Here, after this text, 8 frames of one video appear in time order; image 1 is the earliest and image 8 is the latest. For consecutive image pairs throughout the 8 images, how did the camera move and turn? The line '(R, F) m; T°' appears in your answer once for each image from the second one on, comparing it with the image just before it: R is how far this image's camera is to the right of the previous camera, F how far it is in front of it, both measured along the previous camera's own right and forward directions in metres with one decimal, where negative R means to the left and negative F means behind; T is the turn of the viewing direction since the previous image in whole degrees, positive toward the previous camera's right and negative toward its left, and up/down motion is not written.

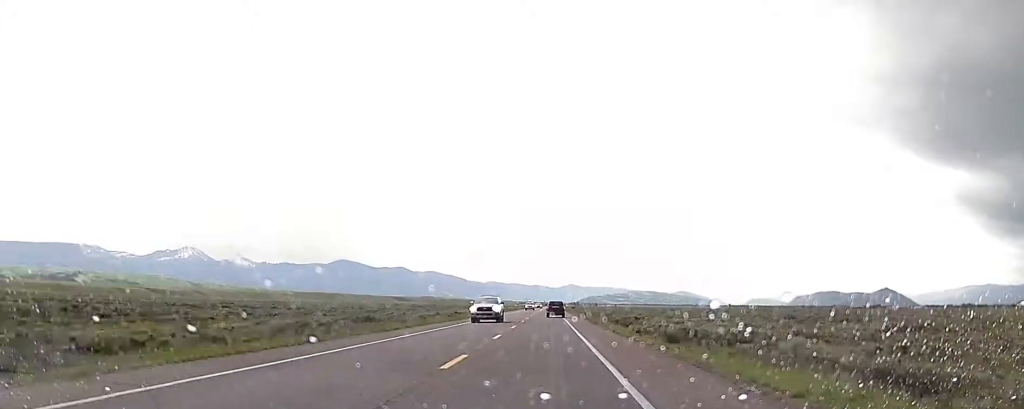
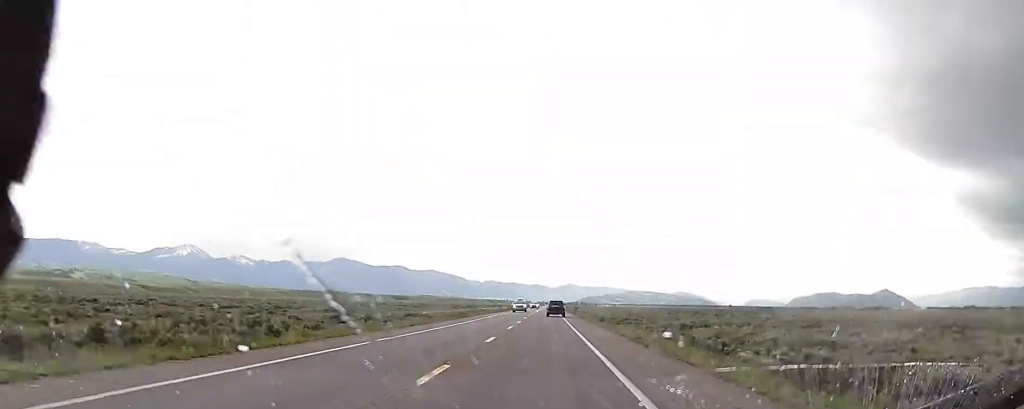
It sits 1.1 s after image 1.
(0.0, +27.4) m; 0°
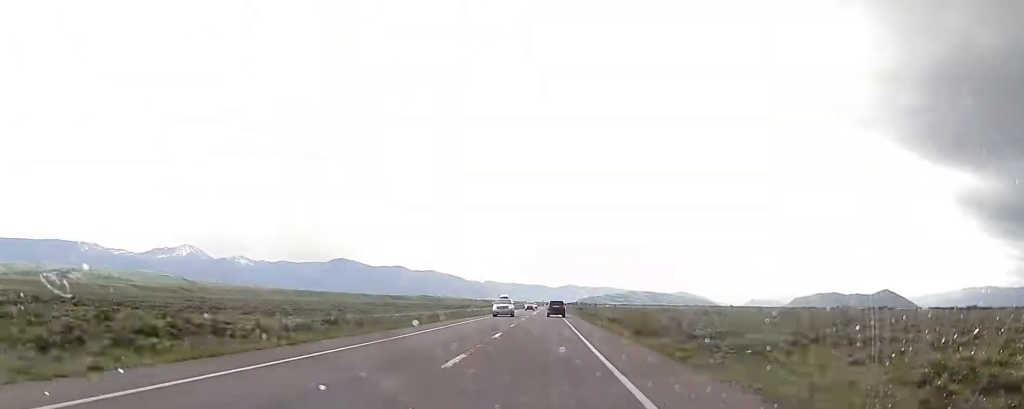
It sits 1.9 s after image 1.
(0.0, +21.3) m; 0°
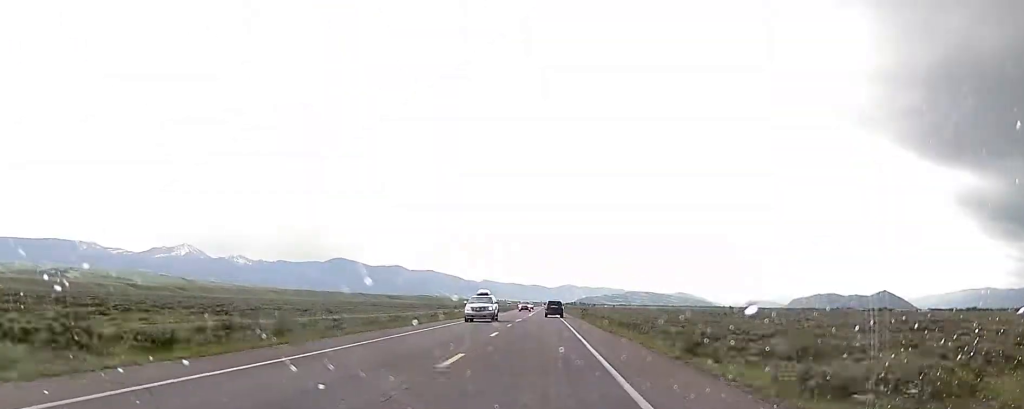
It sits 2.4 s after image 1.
(0.0, +11.9) m; 0°
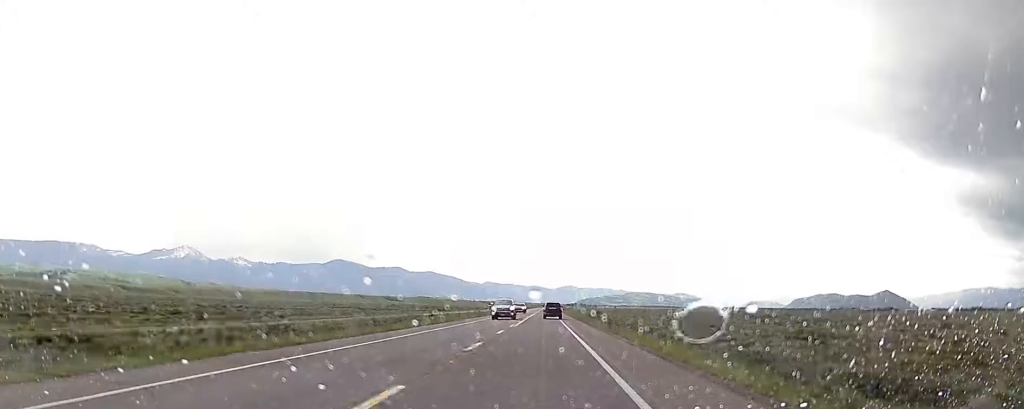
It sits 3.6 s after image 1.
(-0.3, +31.4) m; 0°
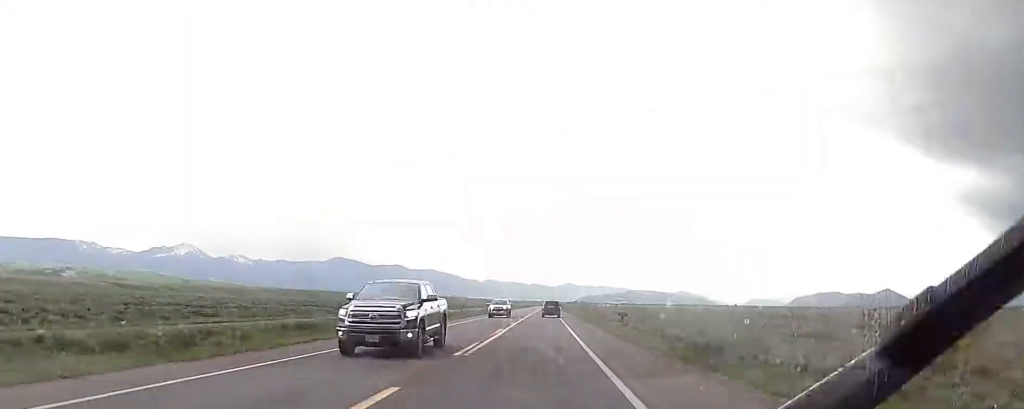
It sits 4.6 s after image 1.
(+0.2, +24.5) m; 0°
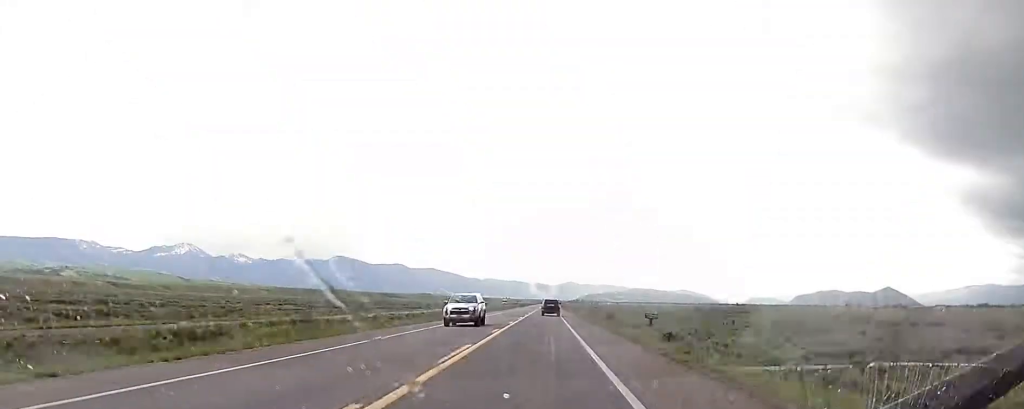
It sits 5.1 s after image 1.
(0.0, +14.4) m; 0°
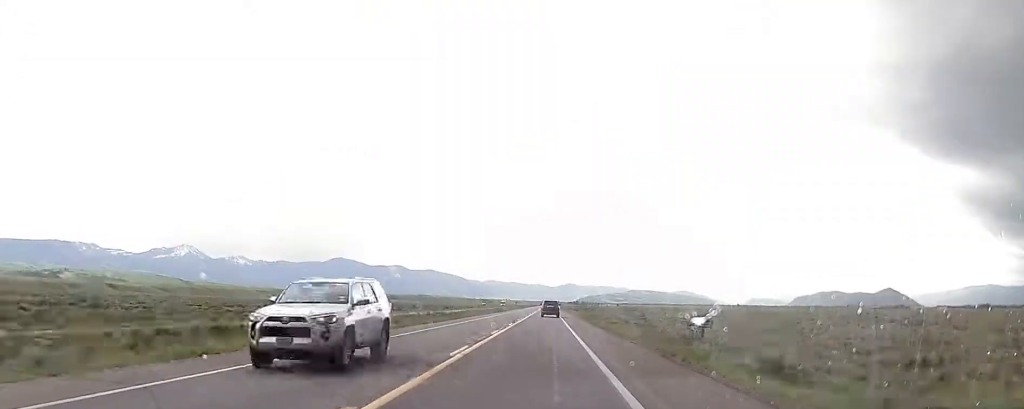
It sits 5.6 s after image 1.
(-0.2, +12.7) m; 0°
